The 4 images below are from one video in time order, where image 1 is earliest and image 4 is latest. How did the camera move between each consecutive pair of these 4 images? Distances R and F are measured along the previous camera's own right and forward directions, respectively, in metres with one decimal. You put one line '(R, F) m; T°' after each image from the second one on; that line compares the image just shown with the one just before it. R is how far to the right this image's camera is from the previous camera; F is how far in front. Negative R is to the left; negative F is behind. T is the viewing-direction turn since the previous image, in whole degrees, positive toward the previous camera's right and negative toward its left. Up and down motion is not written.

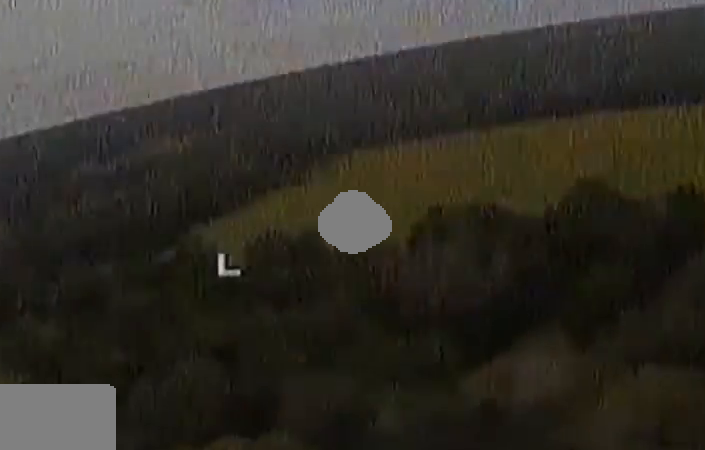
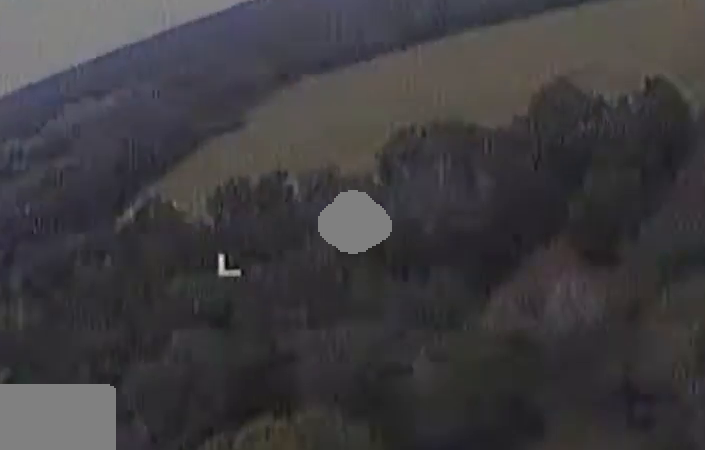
(-0.3, +9.4) m; +3°
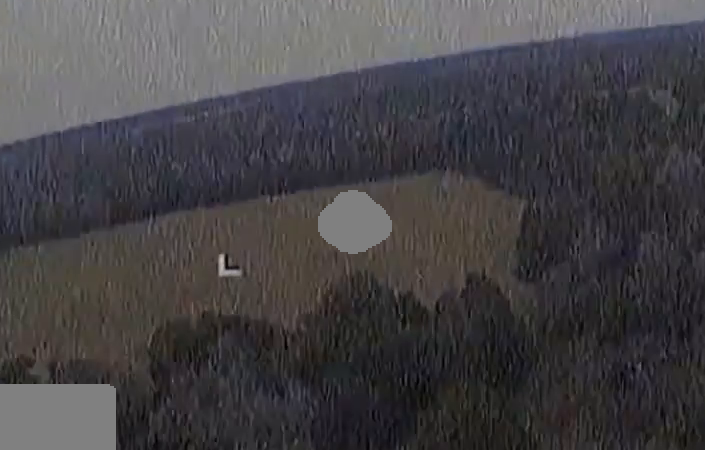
(+2.9, +24.8) m; +10°
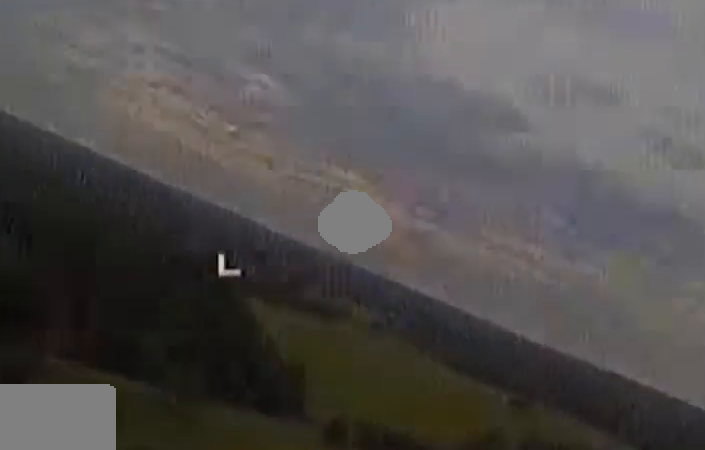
(-1.7, +38.1) m; -22°
